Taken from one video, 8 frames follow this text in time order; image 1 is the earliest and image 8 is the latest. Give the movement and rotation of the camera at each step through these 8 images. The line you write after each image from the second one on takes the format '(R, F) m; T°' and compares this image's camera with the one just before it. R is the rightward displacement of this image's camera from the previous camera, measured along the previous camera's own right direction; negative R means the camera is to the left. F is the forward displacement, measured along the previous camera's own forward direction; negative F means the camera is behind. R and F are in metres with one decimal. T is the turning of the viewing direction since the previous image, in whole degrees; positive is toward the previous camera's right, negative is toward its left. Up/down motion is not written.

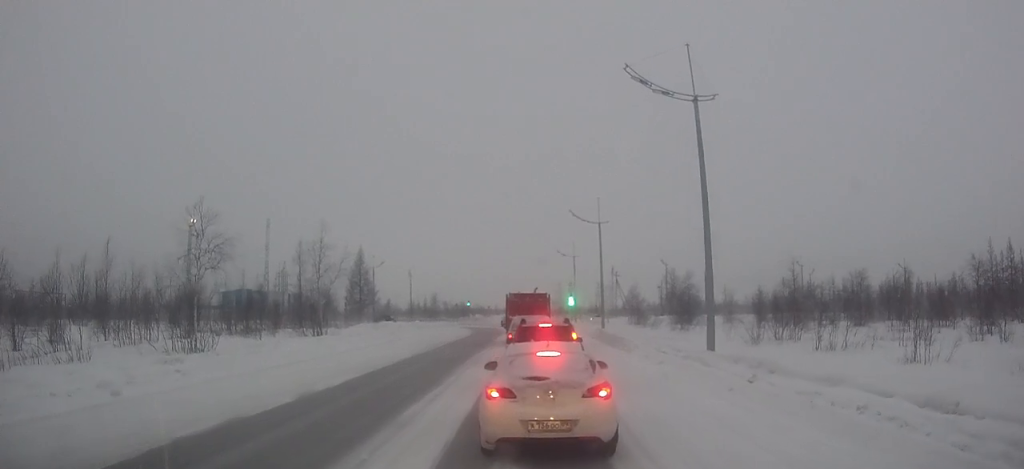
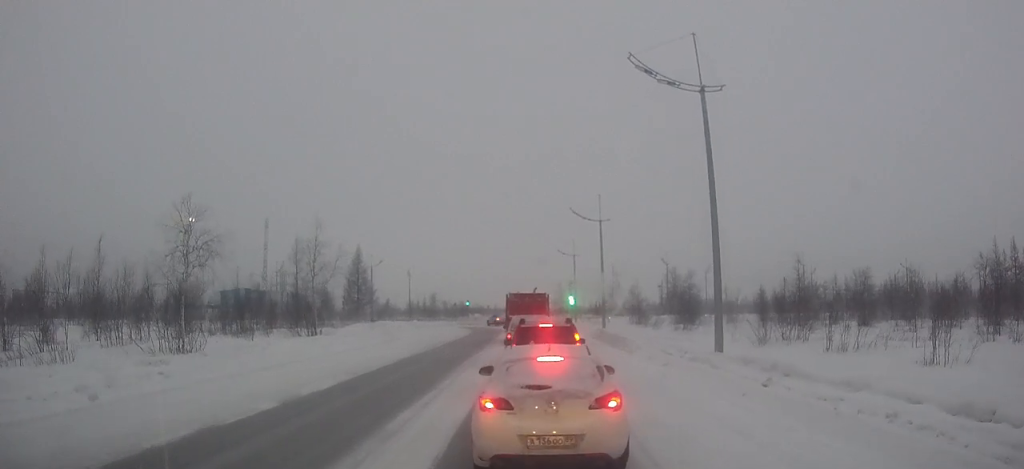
(0.0, +0.8) m; 0°
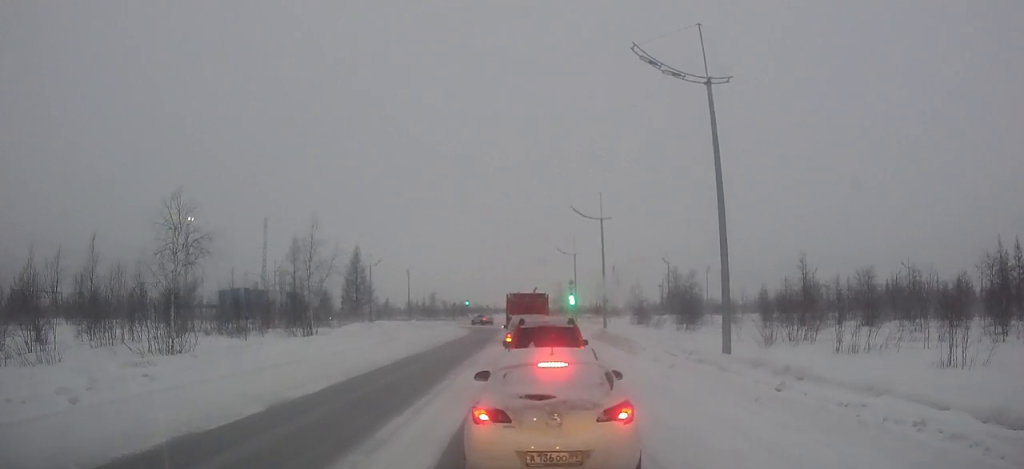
(0.0, +0.6) m; 0°
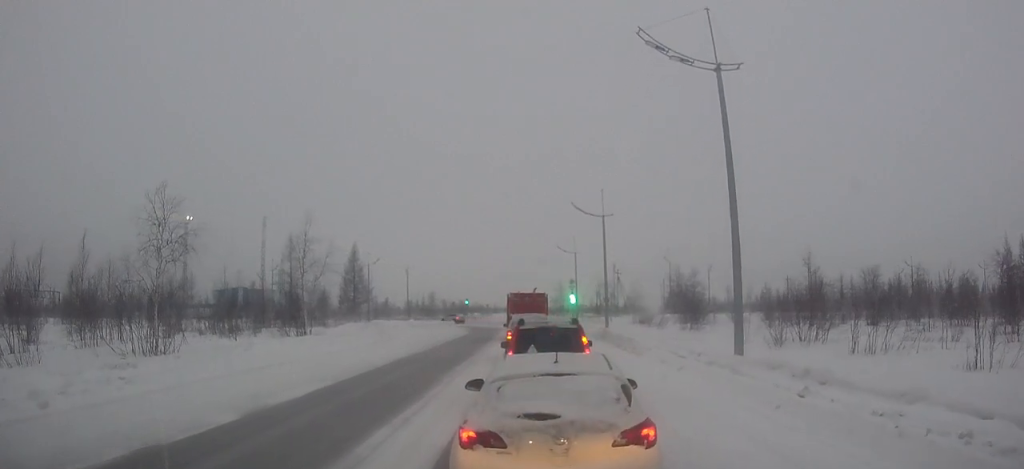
(0.0, +0.9) m; 0°
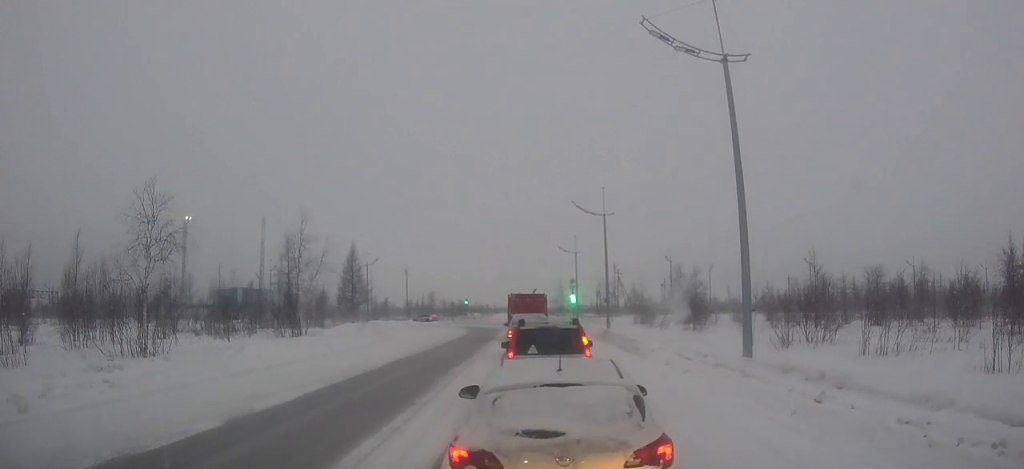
(0.0, +0.9) m; +1°
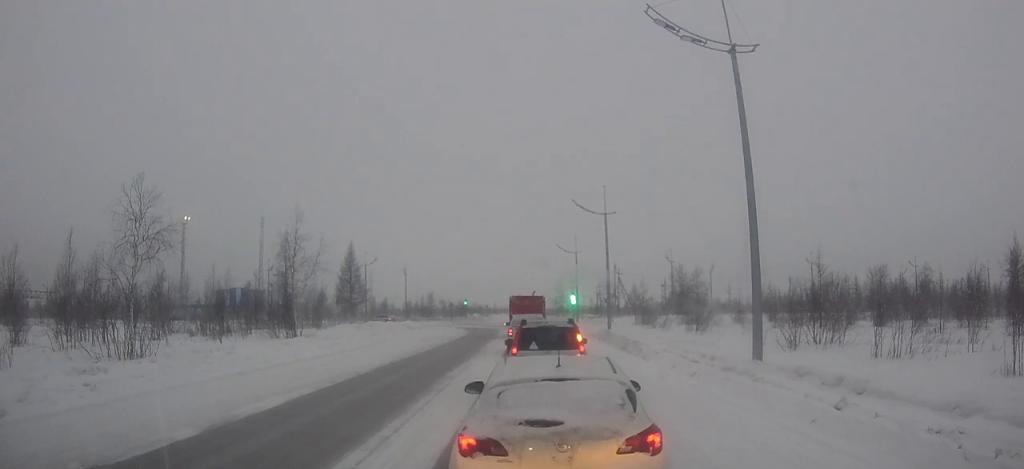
(0.0, +1.5) m; 0°
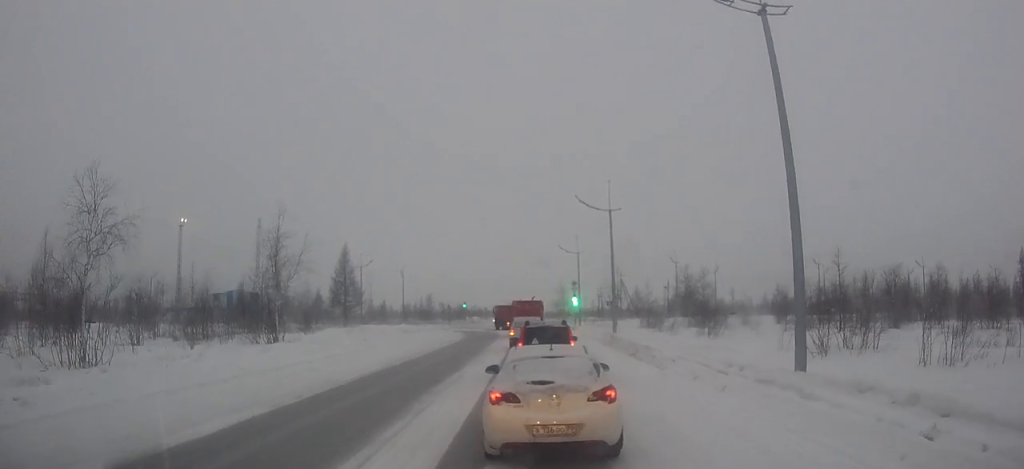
(0.0, +4.1) m; -1°
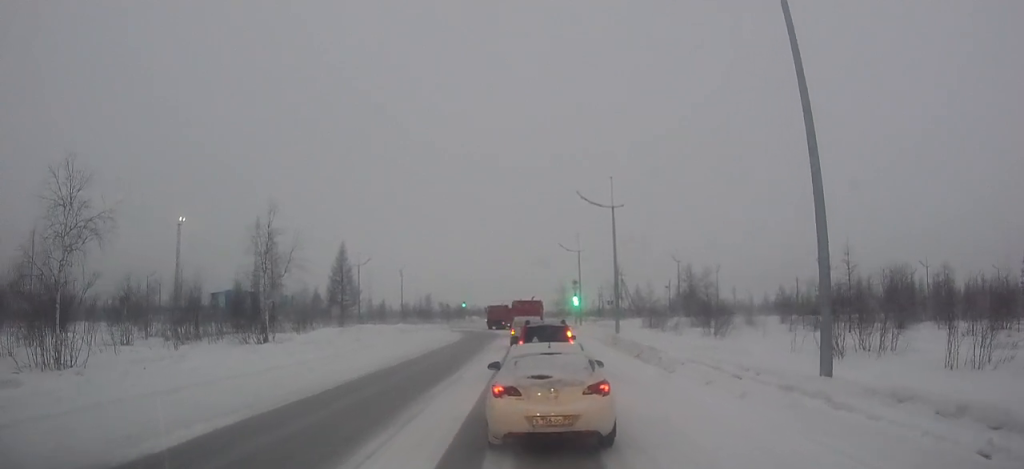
(0.0, +1.5) m; 0°
